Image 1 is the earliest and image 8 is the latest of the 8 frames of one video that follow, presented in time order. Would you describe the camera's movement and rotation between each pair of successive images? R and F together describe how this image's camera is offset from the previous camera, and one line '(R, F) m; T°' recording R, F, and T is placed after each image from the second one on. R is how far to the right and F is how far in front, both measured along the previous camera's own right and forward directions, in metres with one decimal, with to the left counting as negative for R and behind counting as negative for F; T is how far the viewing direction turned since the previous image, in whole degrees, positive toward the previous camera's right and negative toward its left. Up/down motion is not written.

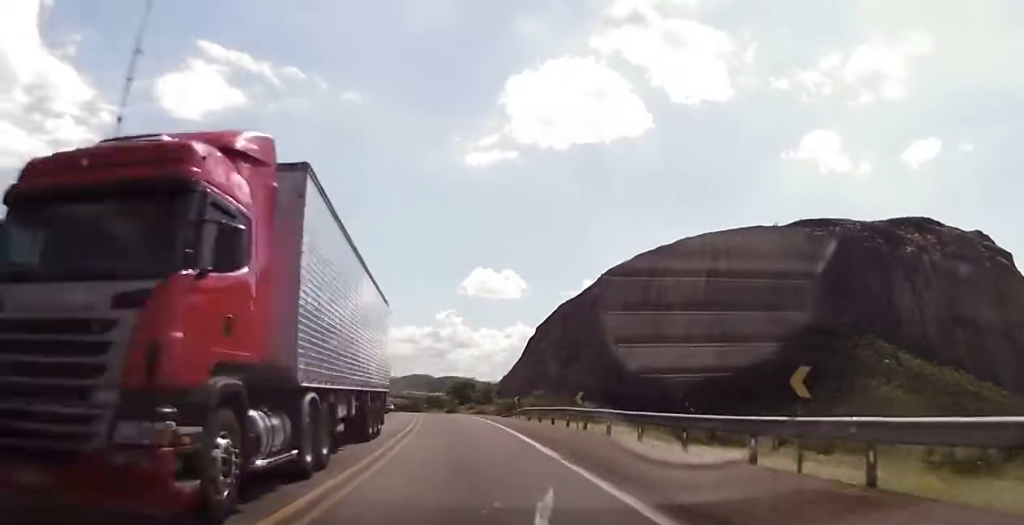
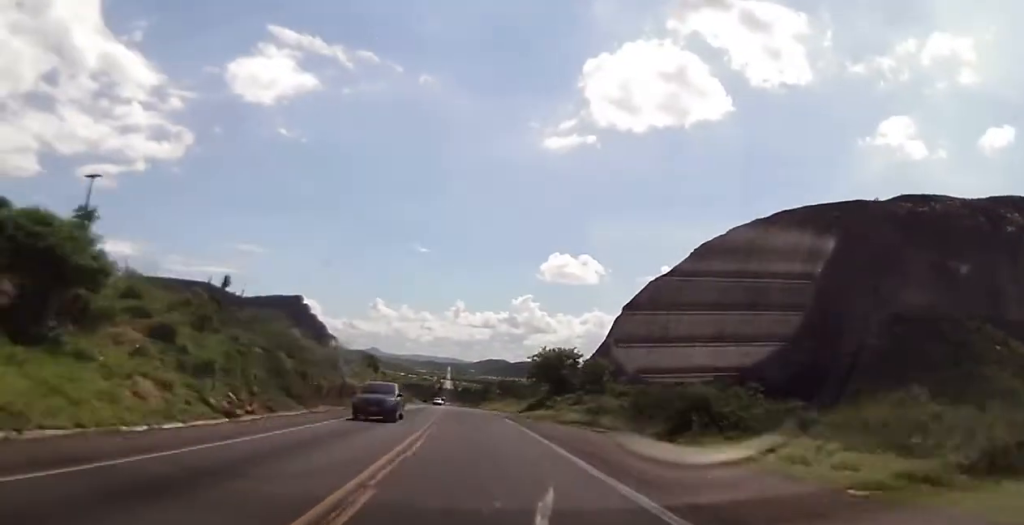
(-3.3, +50.3) m; -7°
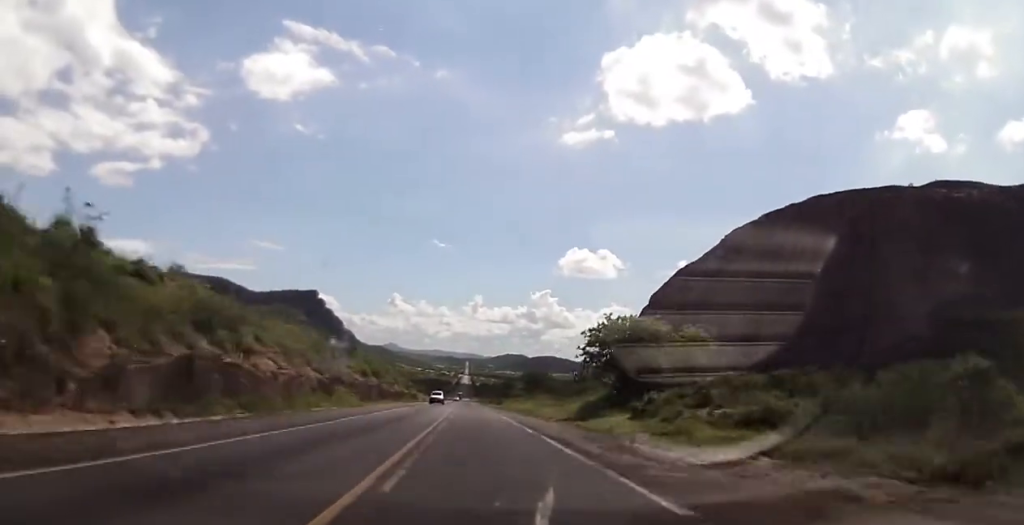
(-0.8, +26.9) m; -3°
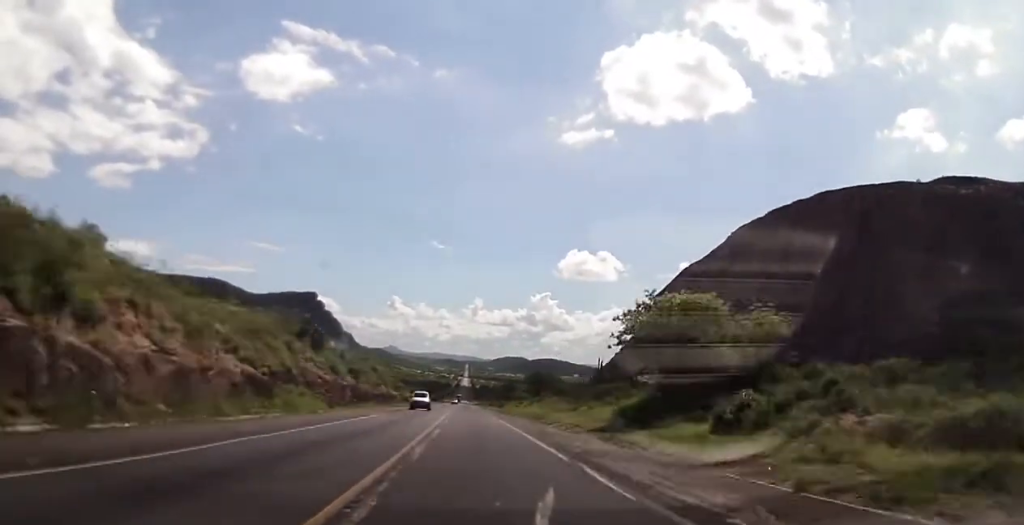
(-0.1, +12.2) m; -1°
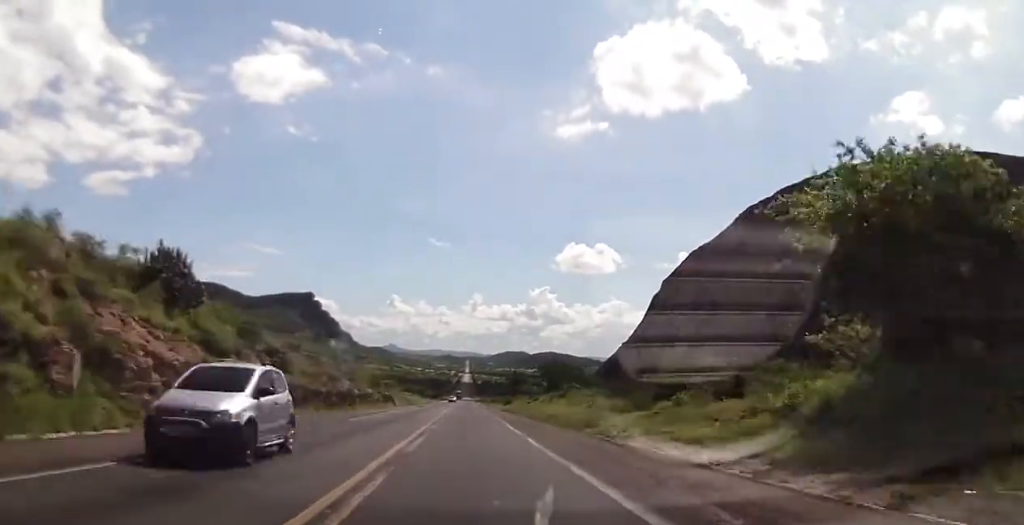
(-0.1, +24.2) m; -1°
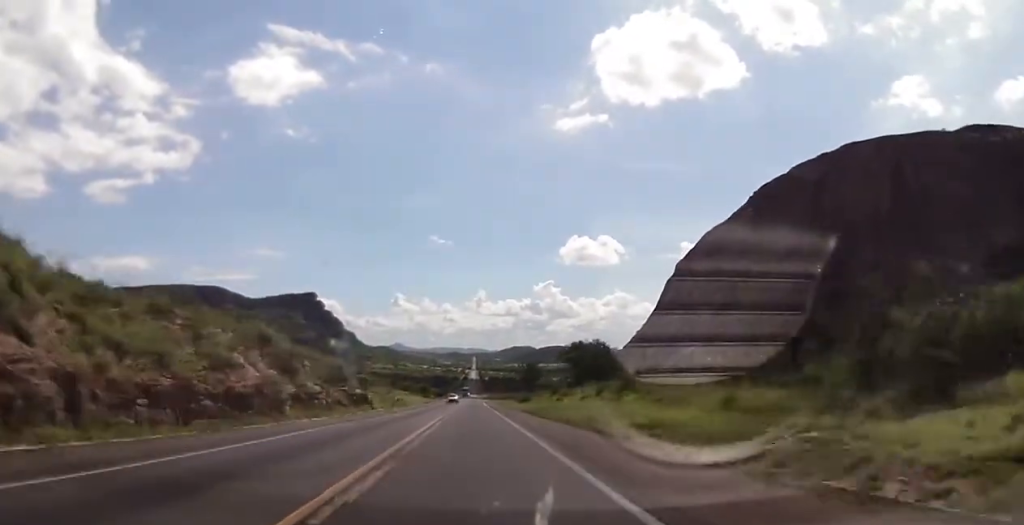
(-0.2, +23.2) m; -1°
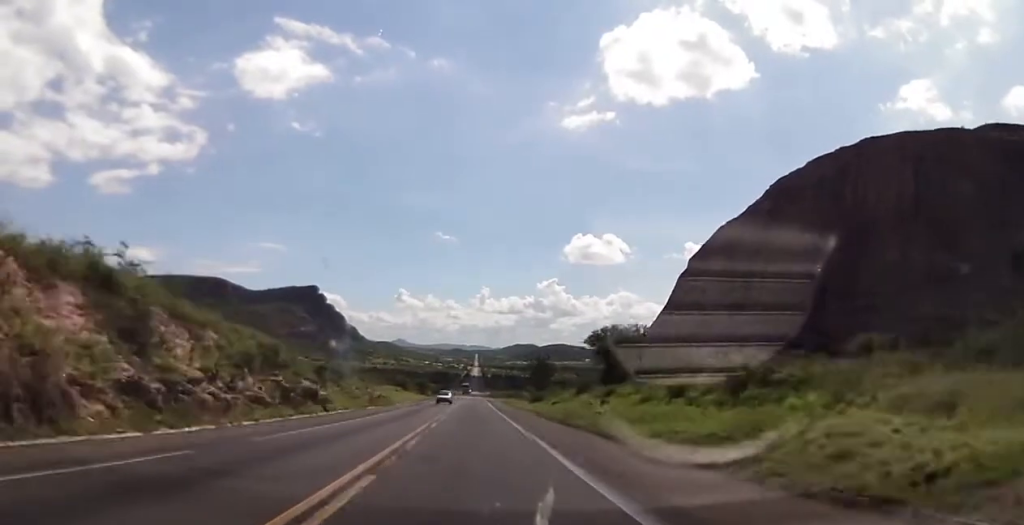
(-0.1, +17.4) m; -1°
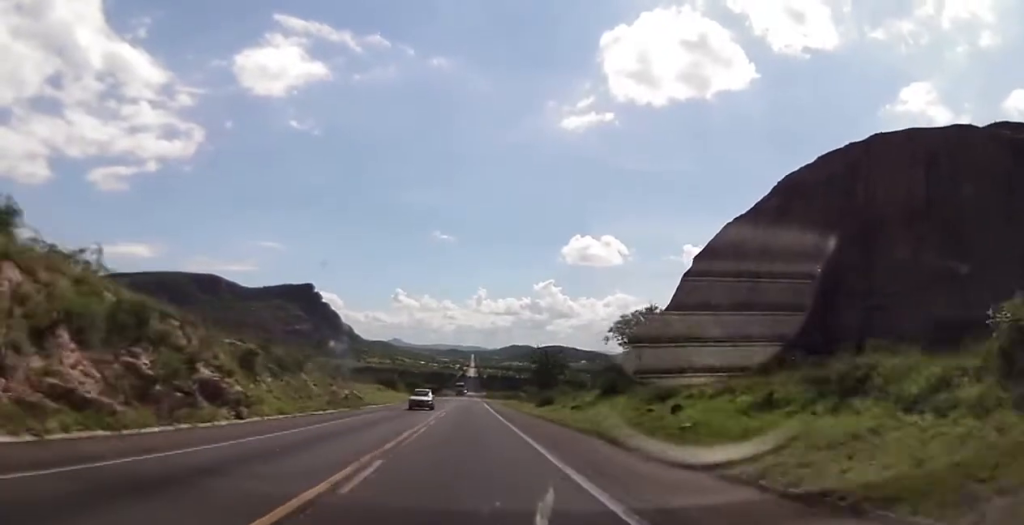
(-0.1, +12.9) m; 0°
